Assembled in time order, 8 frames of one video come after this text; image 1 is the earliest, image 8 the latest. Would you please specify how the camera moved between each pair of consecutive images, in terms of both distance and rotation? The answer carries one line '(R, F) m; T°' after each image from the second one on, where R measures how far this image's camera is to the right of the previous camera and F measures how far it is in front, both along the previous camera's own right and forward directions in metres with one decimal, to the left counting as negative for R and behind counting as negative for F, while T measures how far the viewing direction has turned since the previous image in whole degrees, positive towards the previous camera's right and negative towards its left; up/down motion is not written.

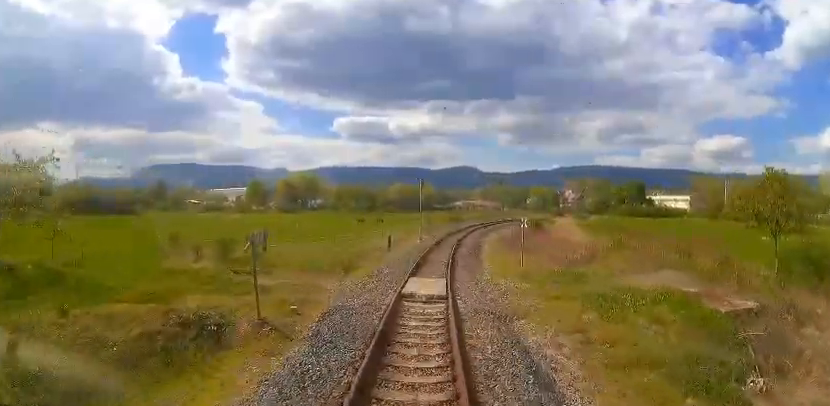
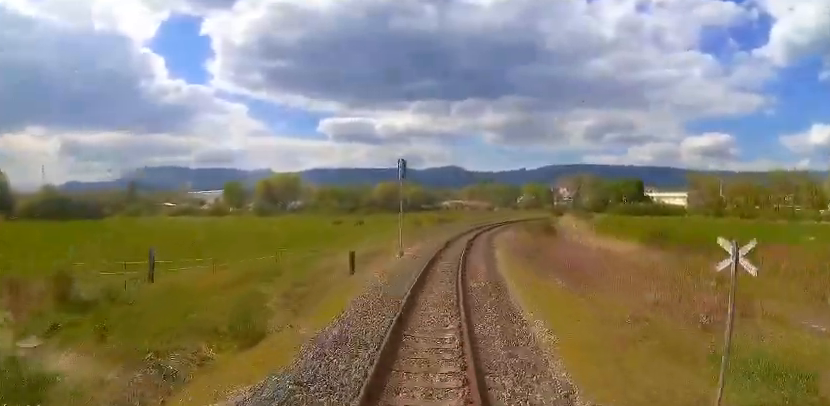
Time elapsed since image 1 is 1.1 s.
(+0.2, +13.9) m; +2°
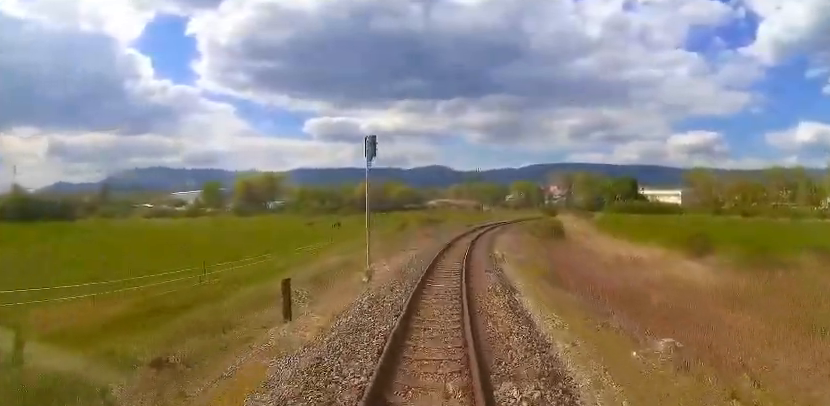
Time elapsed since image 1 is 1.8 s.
(+0.1, +9.4) m; +1°
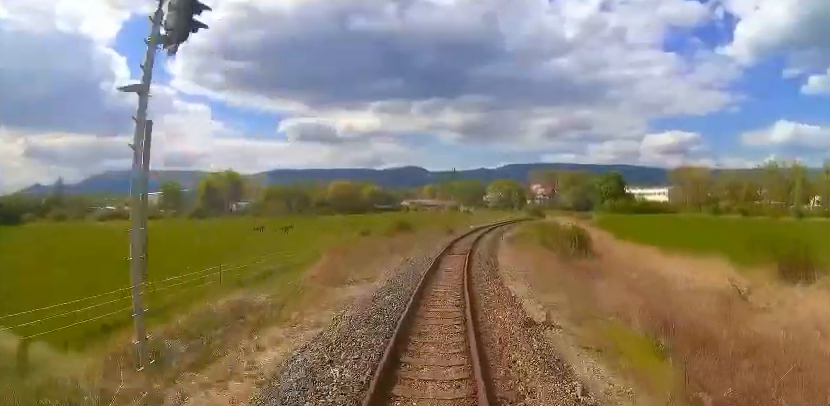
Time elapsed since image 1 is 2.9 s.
(+0.1, +14.5) m; +2°
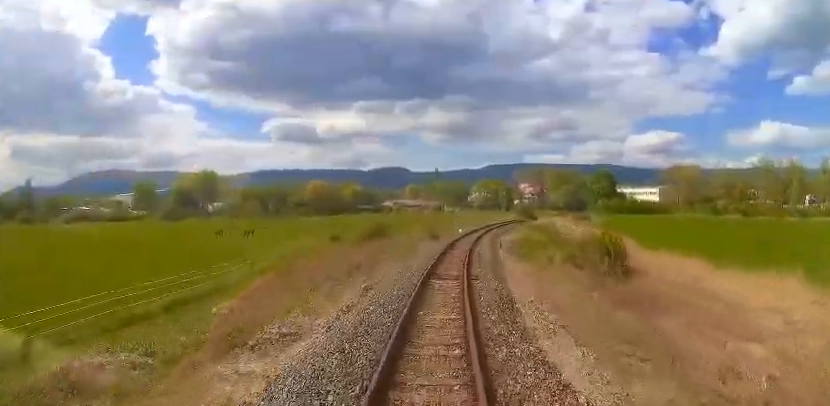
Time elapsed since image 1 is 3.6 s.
(+0.1, +8.9) m; +2°
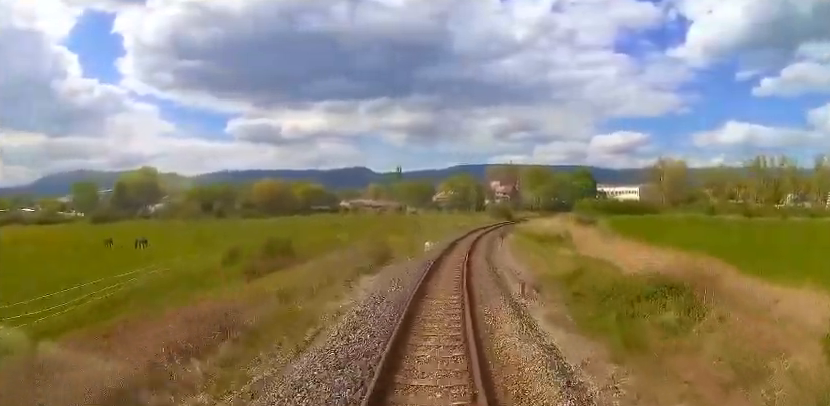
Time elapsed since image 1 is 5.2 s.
(+0.7, +19.5) m; +3°
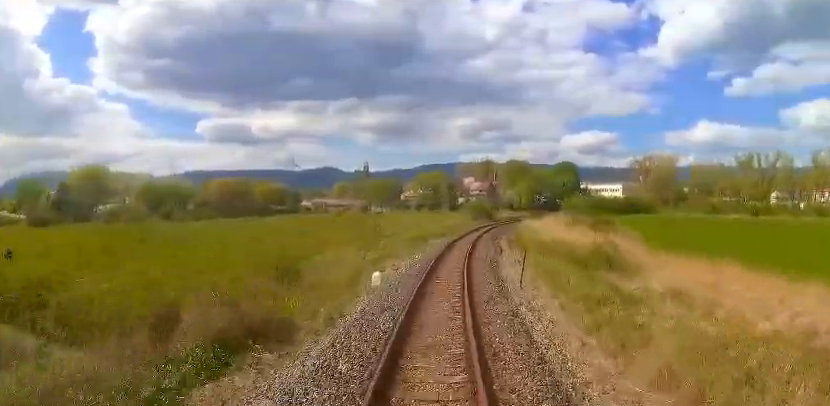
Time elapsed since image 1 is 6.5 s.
(+0.5, +16.5) m; +6°
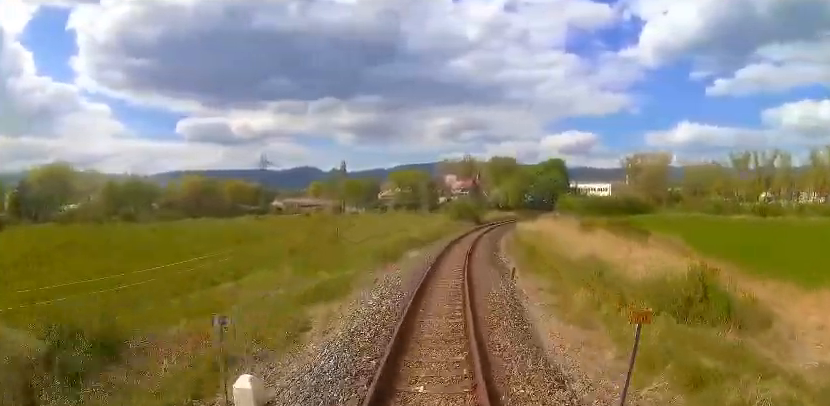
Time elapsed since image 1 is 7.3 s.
(+0.7, +11.1) m; +3°
